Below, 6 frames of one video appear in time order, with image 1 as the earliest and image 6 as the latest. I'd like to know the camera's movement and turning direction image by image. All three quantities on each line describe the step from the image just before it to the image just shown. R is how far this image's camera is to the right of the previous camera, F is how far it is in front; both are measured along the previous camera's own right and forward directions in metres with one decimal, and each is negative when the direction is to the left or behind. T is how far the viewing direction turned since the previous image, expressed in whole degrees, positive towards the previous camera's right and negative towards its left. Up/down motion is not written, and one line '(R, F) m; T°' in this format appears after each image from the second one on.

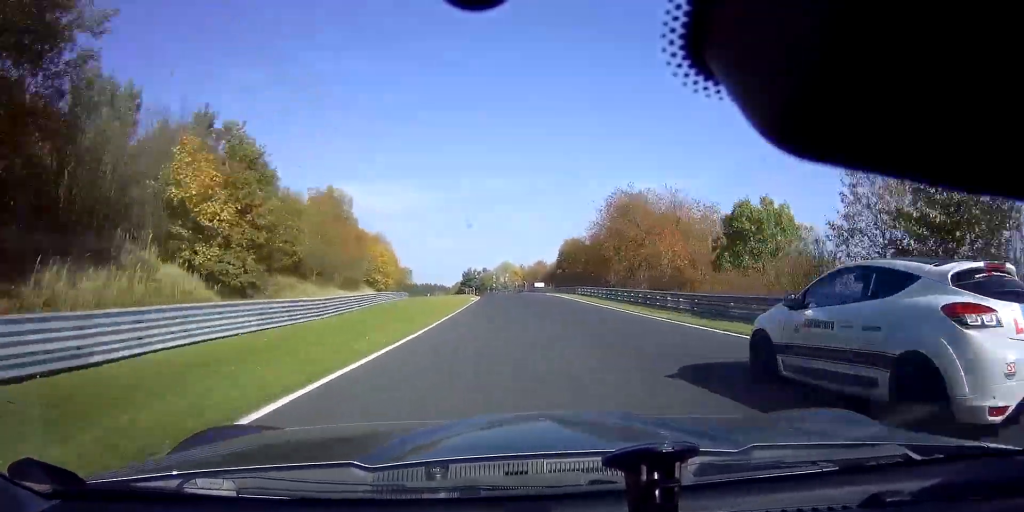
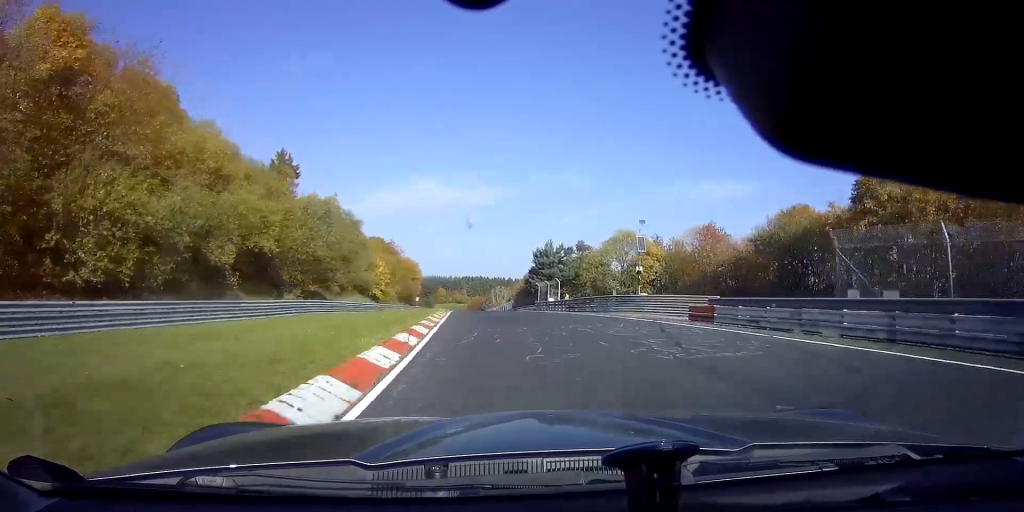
(-5.9, +105.8) m; -8°
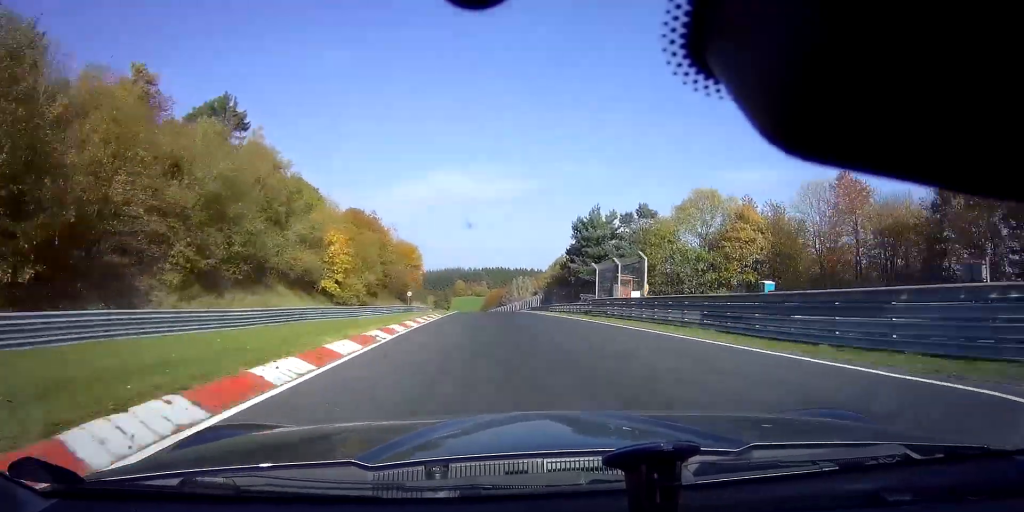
(-0.8, +30.8) m; -2°
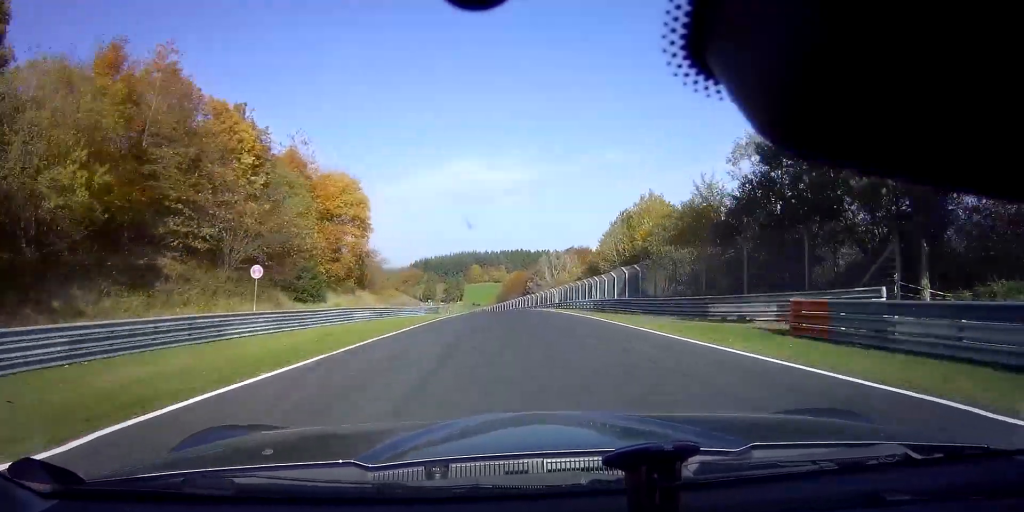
(-1.4, +54.0) m; -3°
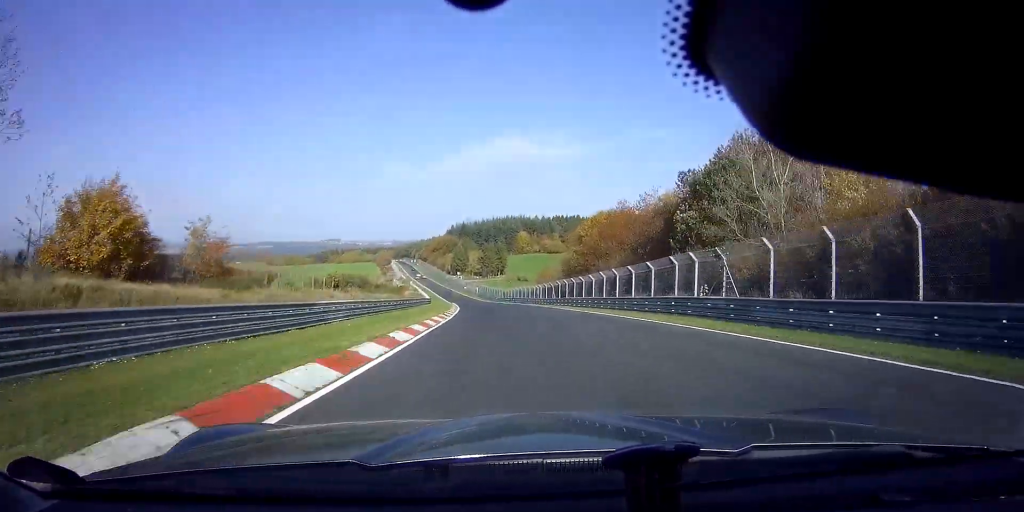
(-3.3, +83.7) m; -5°
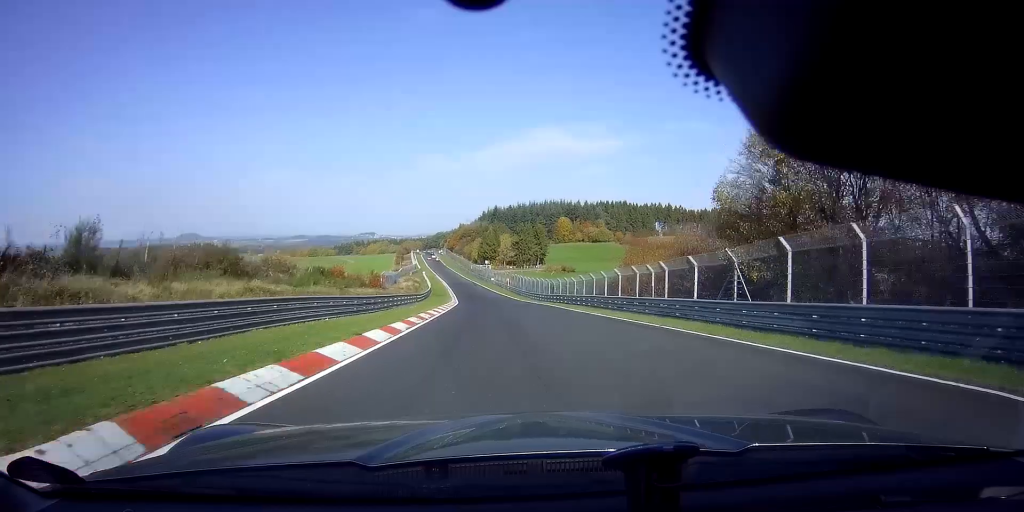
(-1.6, +48.1) m; -4°
